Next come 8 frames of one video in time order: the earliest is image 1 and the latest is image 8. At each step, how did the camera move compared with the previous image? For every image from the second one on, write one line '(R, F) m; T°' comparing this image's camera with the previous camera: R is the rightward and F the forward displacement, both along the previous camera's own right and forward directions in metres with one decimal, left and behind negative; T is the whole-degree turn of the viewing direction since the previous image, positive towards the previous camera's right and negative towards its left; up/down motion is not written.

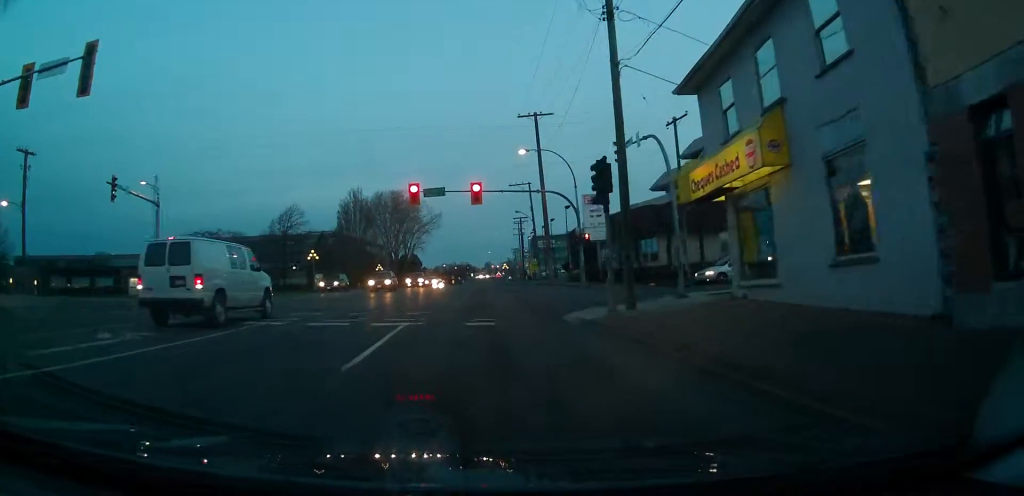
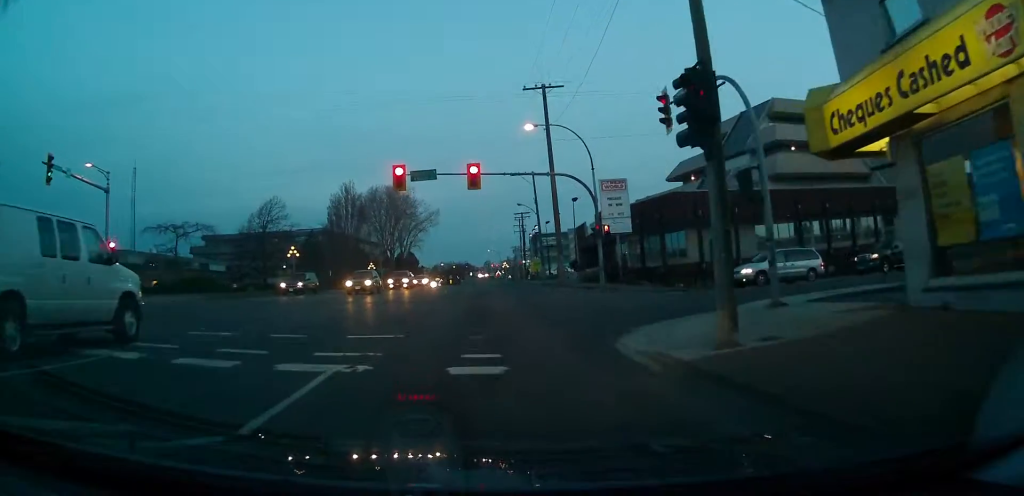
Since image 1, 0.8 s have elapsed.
(-0.1, +8.4) m; +2°
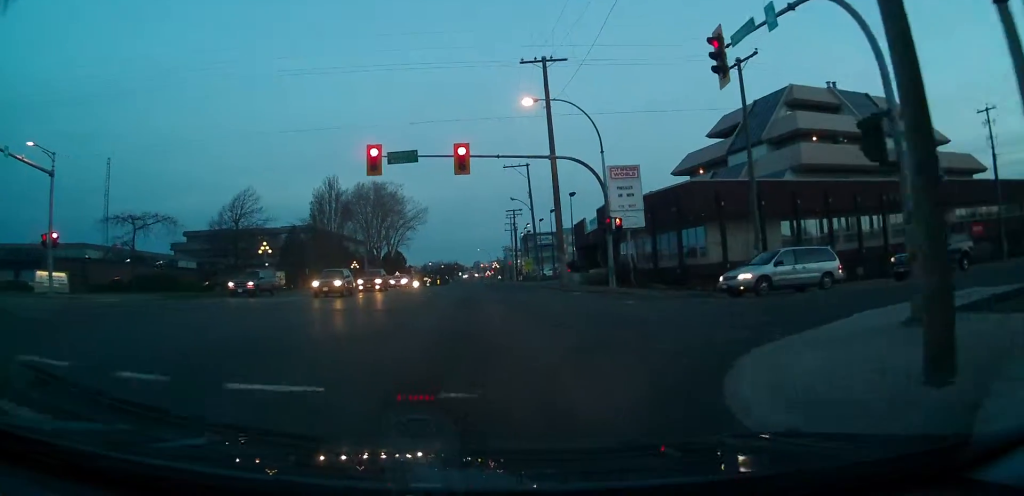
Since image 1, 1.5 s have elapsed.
(+0.1, +6.9) m; +6°
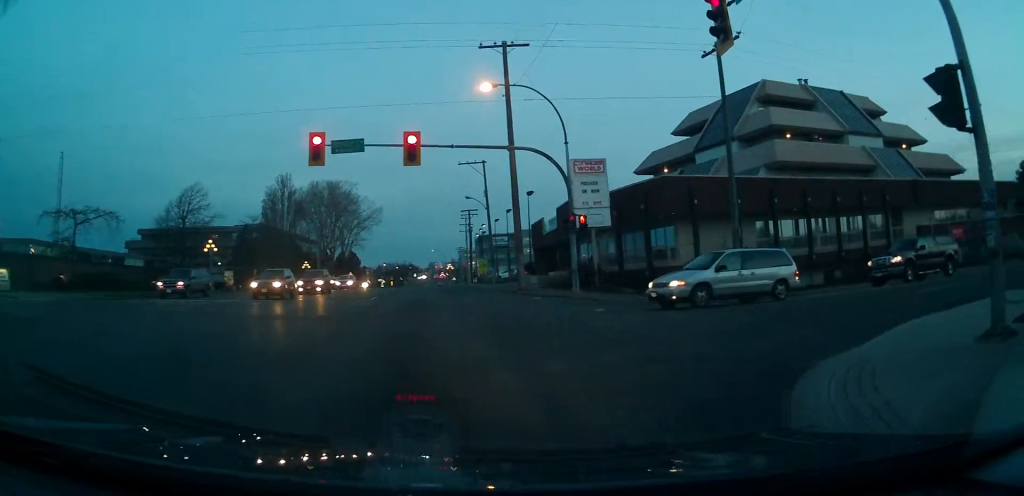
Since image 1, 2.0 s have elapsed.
(+0.1, +3.5) m; +6°
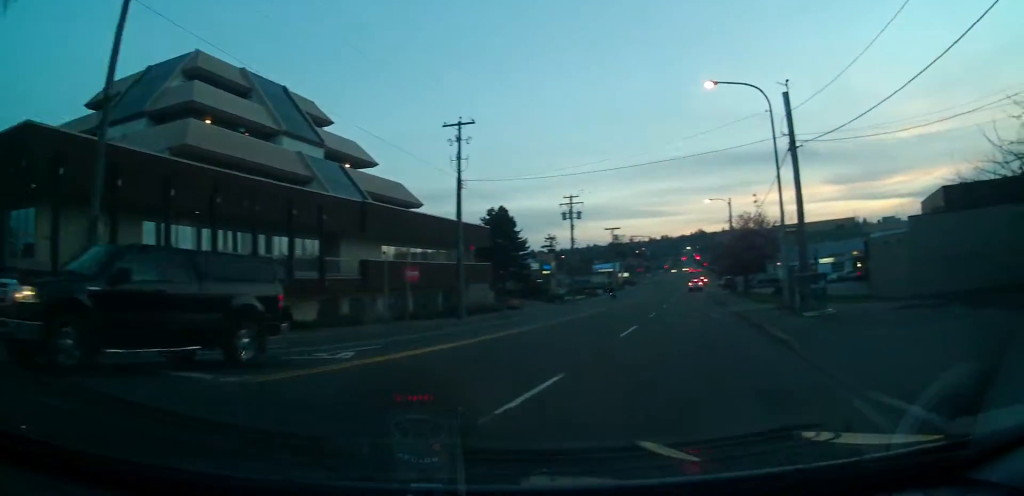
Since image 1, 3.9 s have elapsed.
(+4.3, +10.5) m; +49°
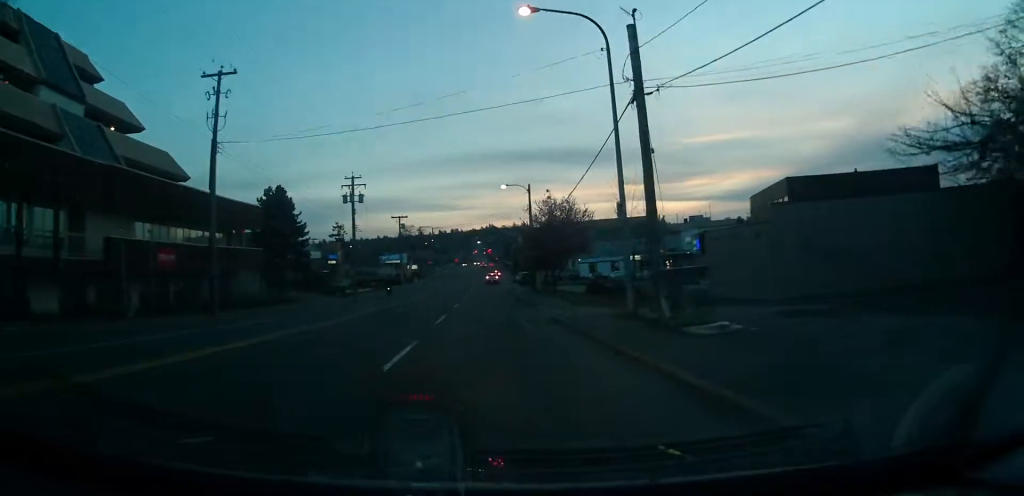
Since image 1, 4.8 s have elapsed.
(+1.2, +5.6) m; +15°
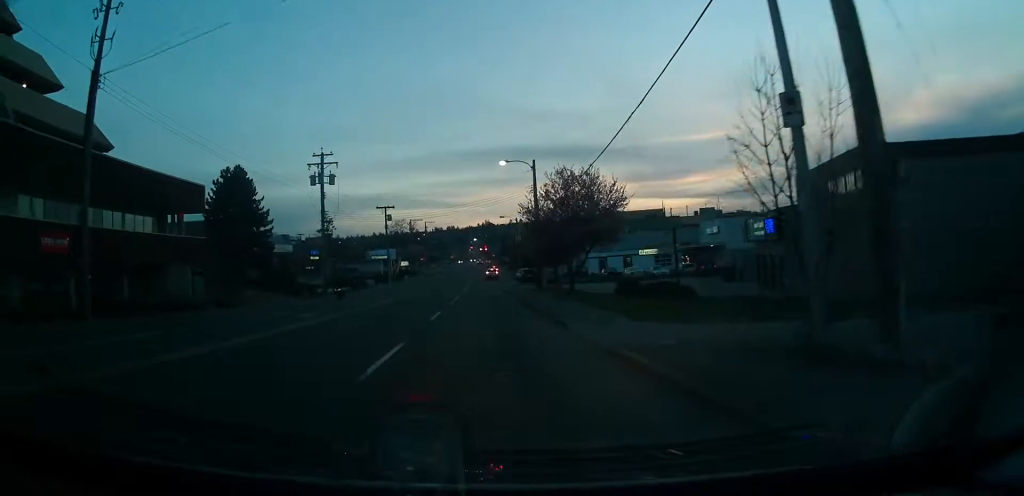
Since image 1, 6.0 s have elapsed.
(+0.7, +9.9) m; +4°
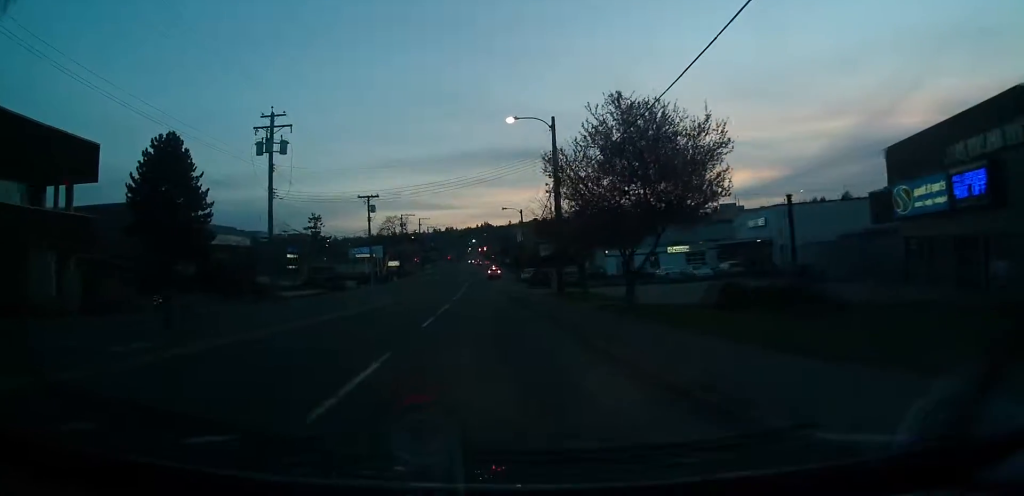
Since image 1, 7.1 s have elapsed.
(-0.1, +14.0) m; 0°
